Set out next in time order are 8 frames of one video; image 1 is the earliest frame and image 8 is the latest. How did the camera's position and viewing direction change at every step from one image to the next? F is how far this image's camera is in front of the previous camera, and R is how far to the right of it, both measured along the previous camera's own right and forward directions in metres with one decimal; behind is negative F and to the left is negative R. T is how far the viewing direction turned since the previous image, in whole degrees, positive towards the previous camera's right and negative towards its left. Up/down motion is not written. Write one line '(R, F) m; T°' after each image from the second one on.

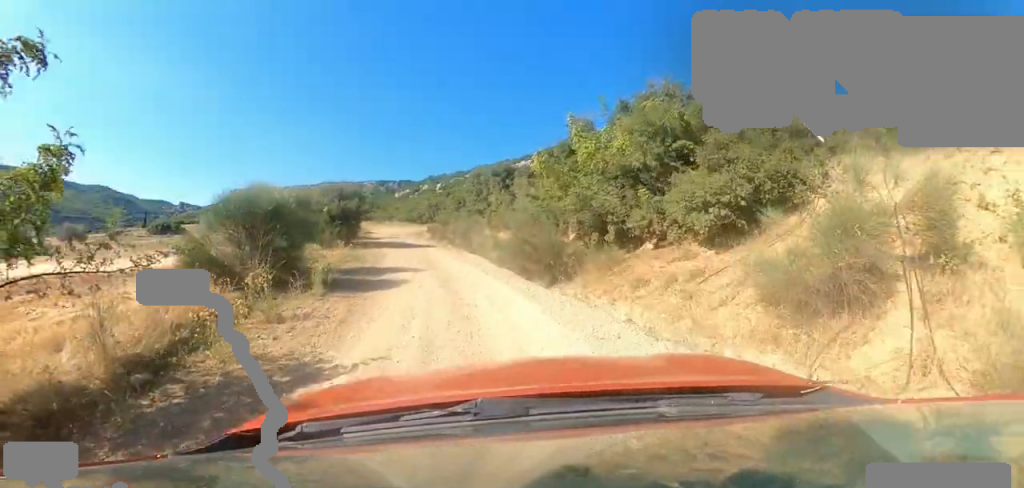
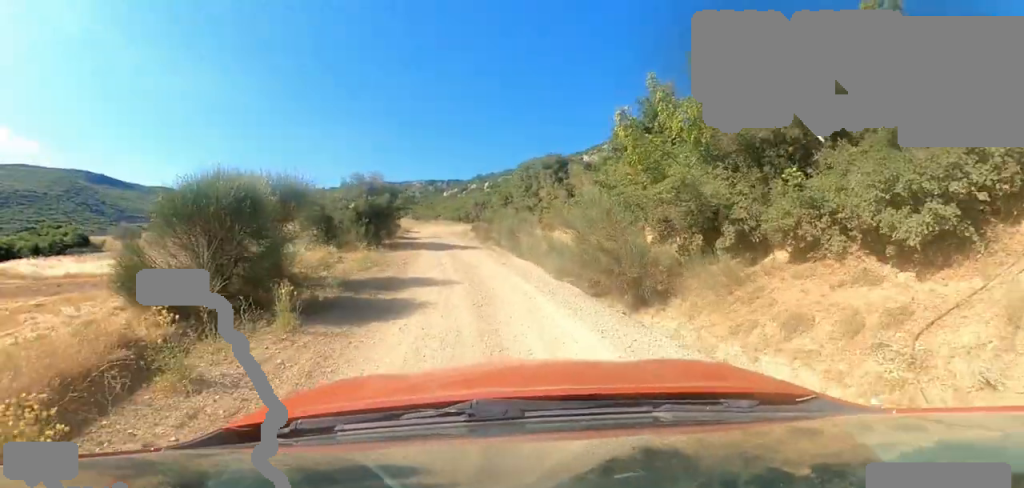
(-0.2, +2.6) m; -13°
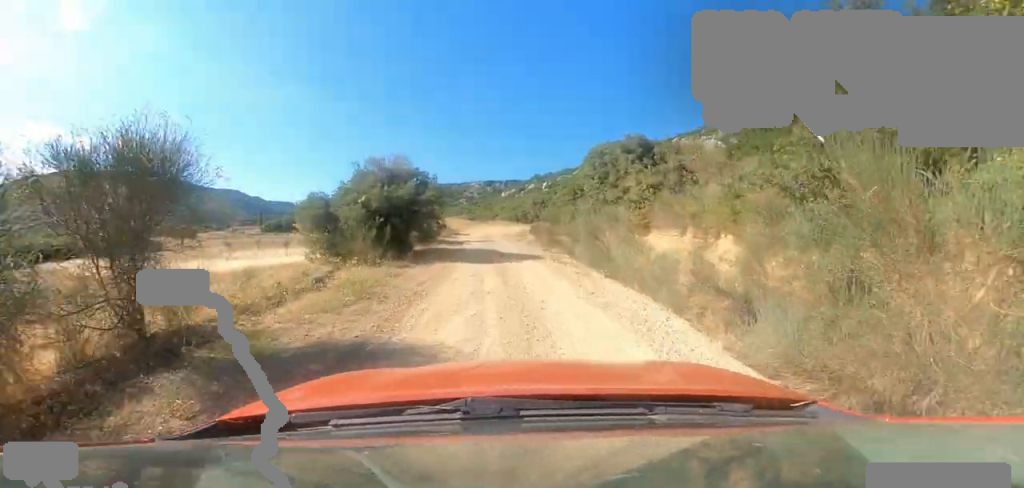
(-1.1, +4.7) m; -10°
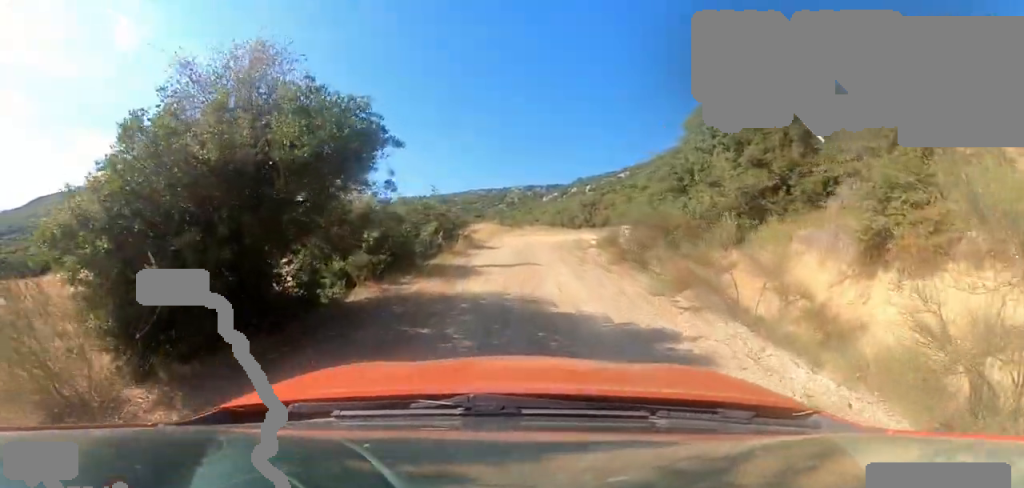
(-0.2, +9.1) m; -4°
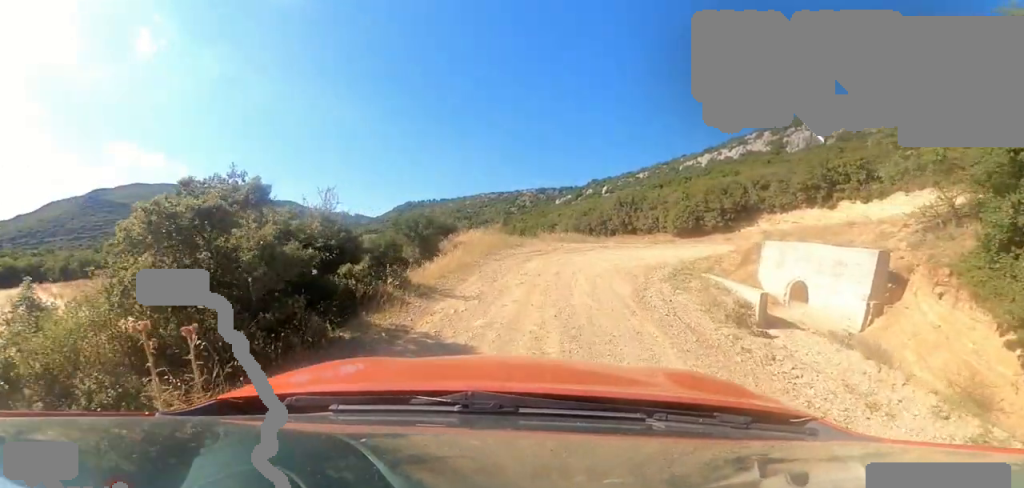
(-1.6, +13.1) m; -8°
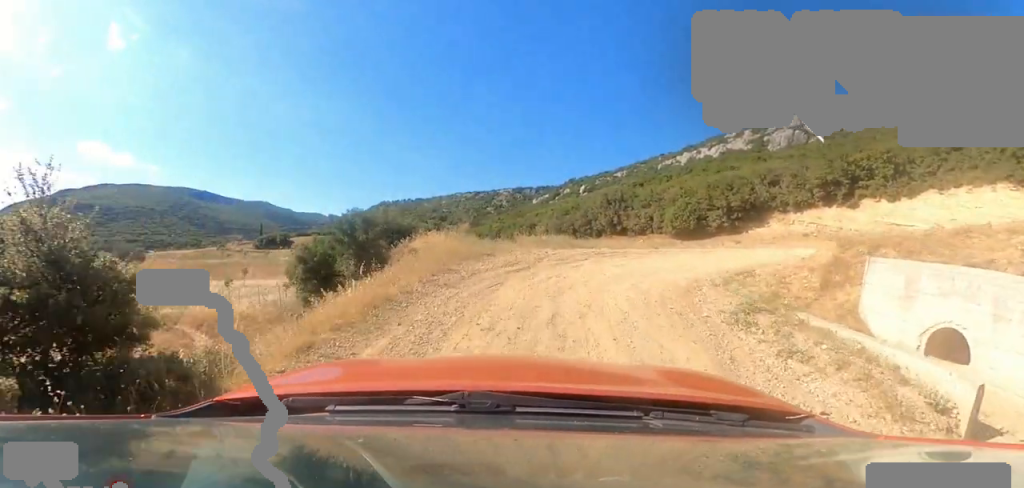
(0.0, +4.4) m; +2°
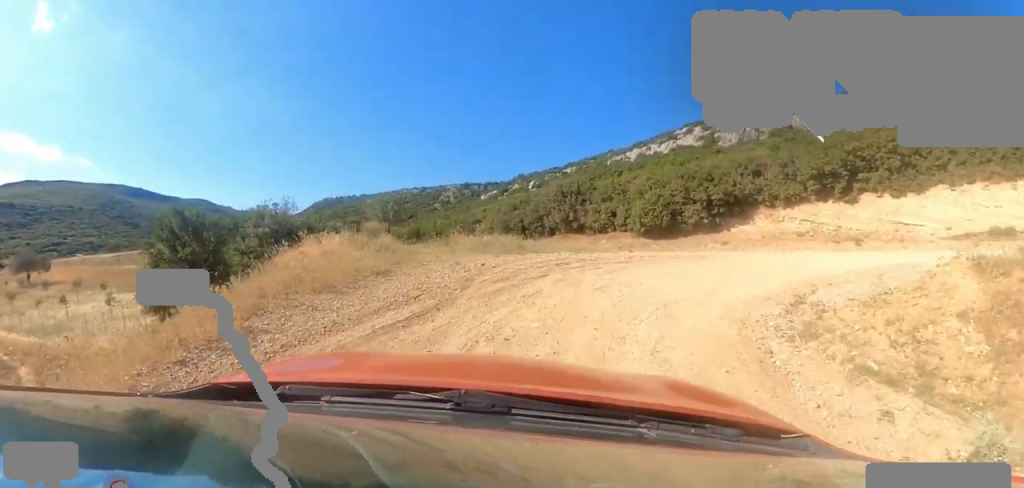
(+0.1, +4.7) m; +7°
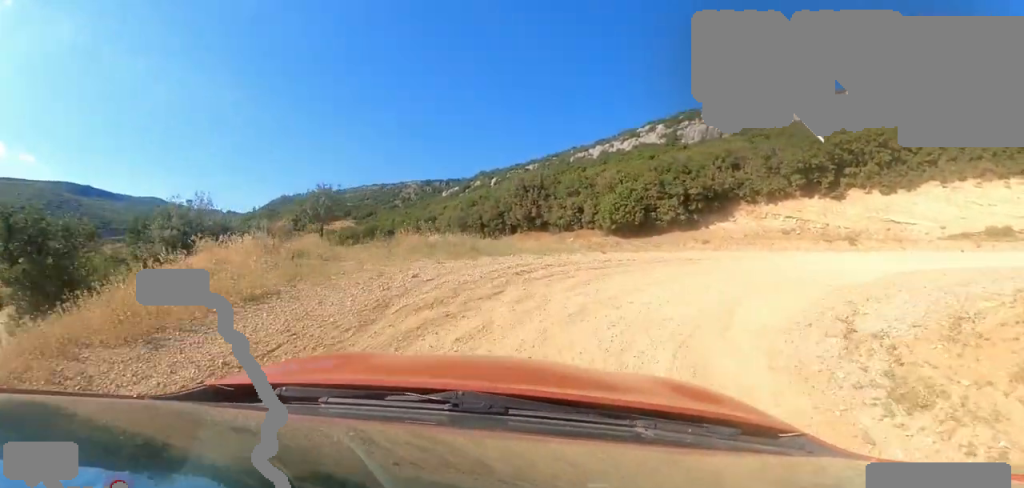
(-0.1, +2.3) m; +6°
